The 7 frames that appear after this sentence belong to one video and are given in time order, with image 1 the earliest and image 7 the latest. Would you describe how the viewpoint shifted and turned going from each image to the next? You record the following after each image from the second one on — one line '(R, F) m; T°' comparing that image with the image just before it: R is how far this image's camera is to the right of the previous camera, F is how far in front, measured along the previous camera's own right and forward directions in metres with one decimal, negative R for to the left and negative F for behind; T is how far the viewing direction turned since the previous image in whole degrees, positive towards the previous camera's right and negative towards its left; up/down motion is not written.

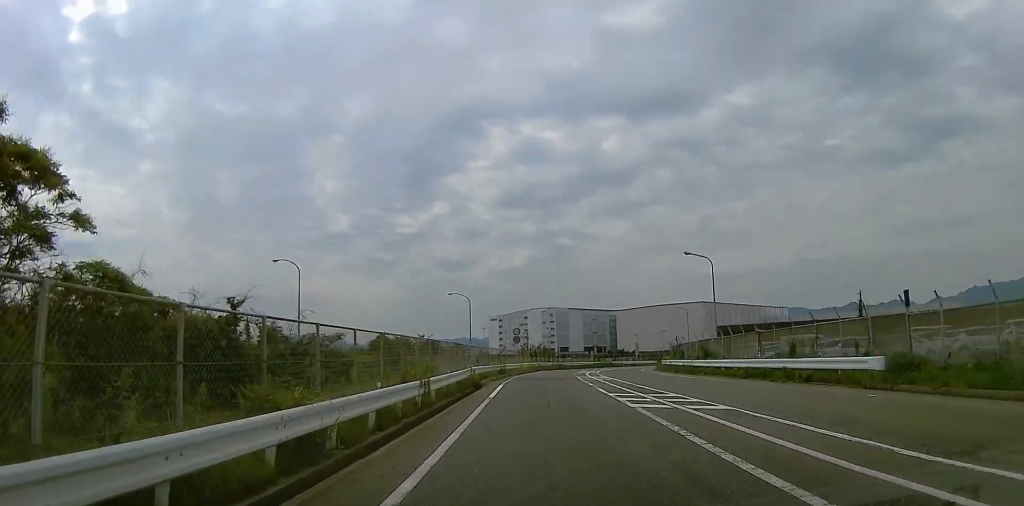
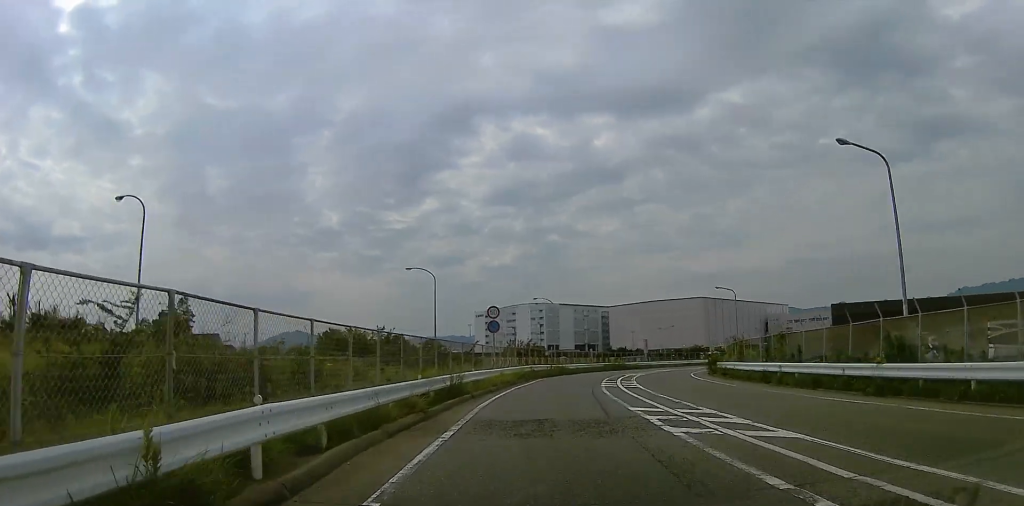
(-0.4, +20.8) m; -1°
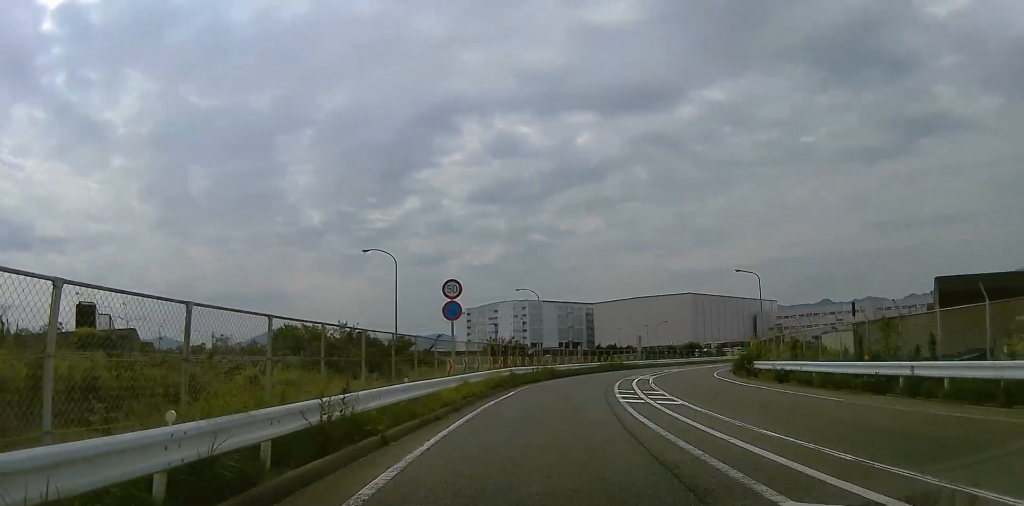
(+0.2, +9.5) m; +2°
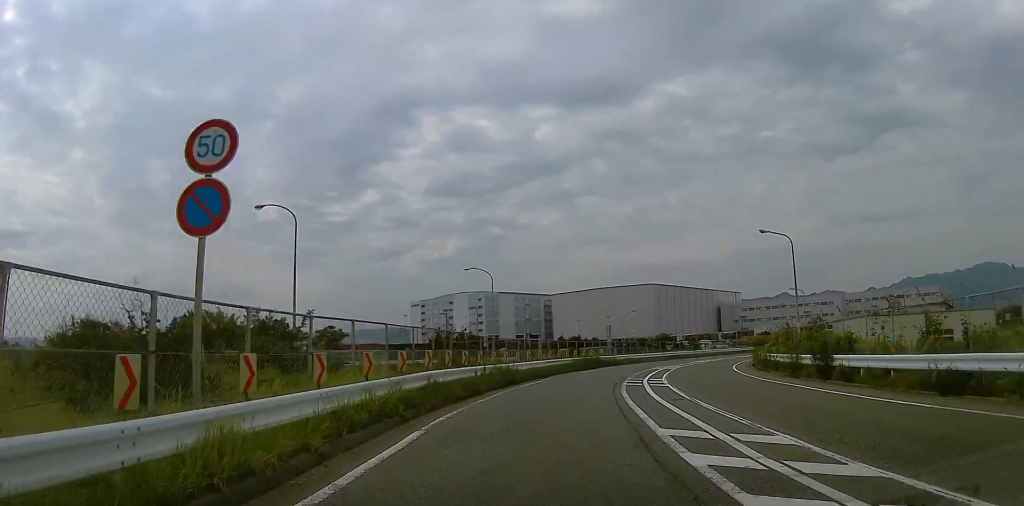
(+0.6, +12.2) m; +2°
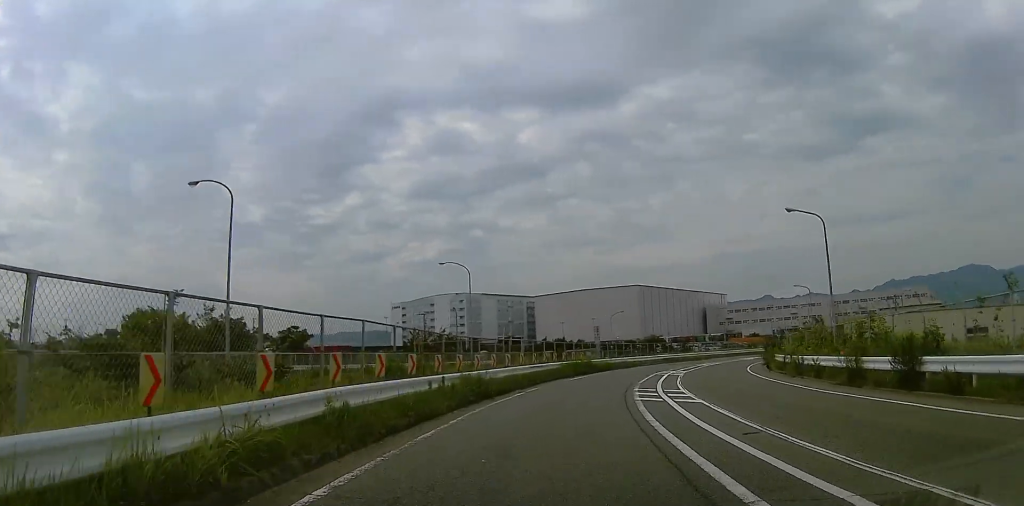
(0.0, +5.6) m; 0°
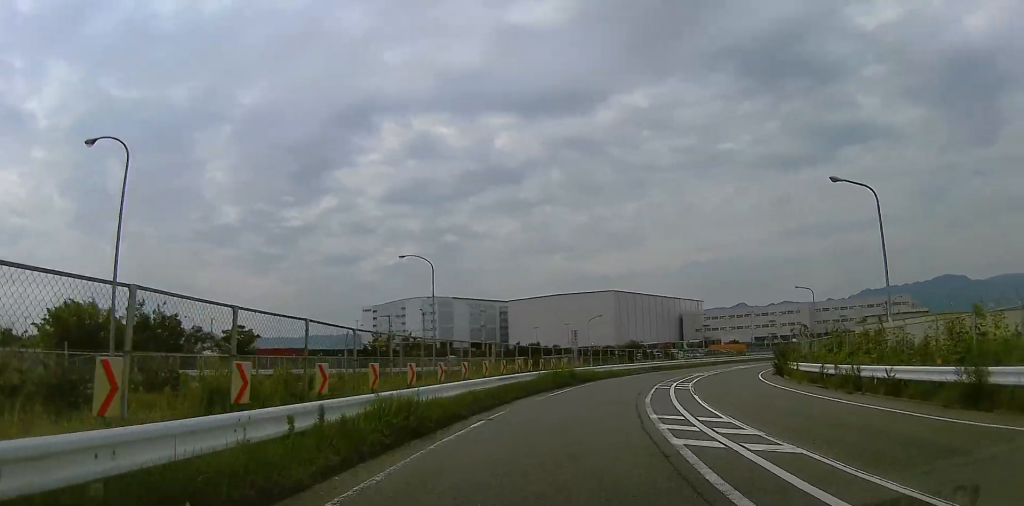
(0.0, +6.4) m; +1°
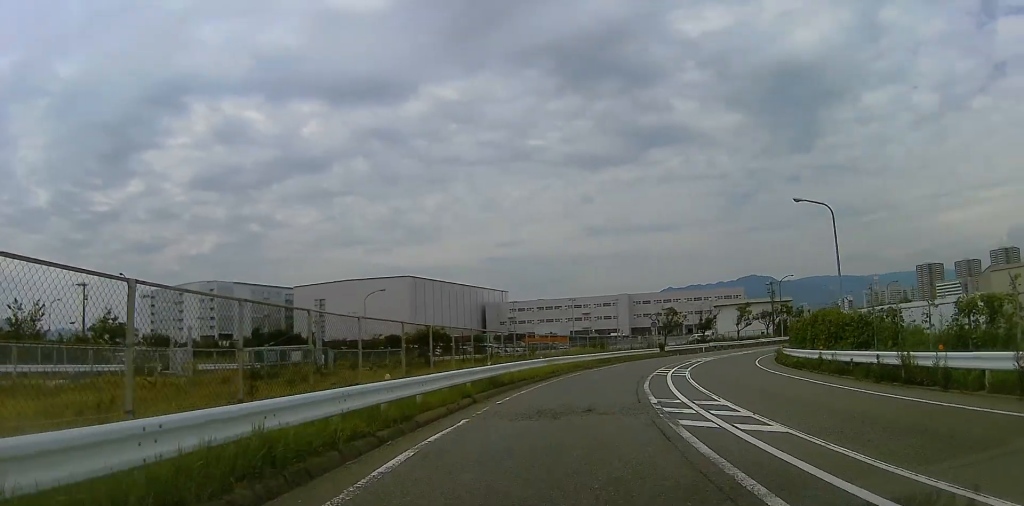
(+4.9, +32.3) m; +21°
